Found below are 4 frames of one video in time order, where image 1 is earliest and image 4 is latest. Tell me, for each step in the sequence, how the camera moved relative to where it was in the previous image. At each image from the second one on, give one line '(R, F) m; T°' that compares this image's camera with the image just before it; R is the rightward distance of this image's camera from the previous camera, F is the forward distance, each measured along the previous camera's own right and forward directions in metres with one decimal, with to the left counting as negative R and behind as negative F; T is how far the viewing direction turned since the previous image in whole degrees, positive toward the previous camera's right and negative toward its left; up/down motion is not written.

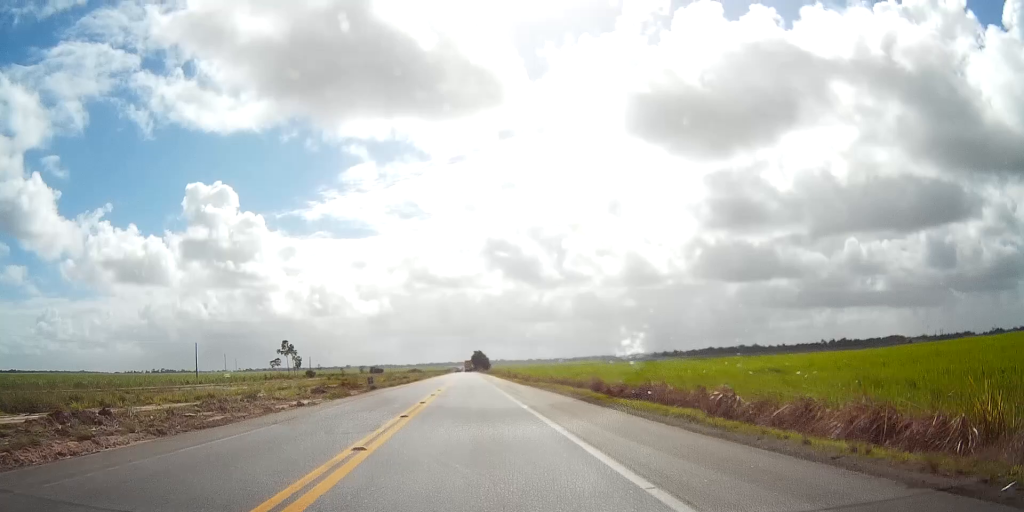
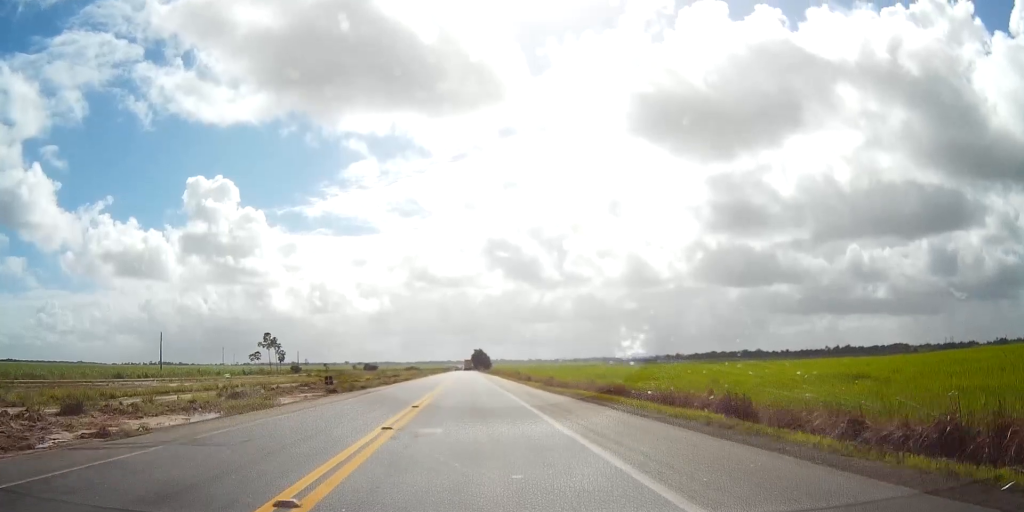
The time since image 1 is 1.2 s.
(+0.1, +20.8) m; 0°
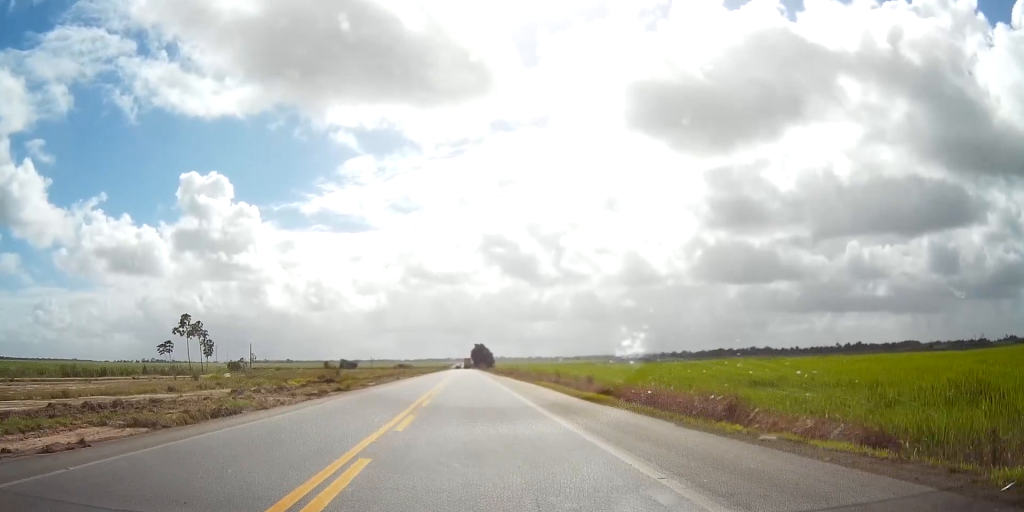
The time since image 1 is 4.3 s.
(-0.3, +59.2) m; 0°
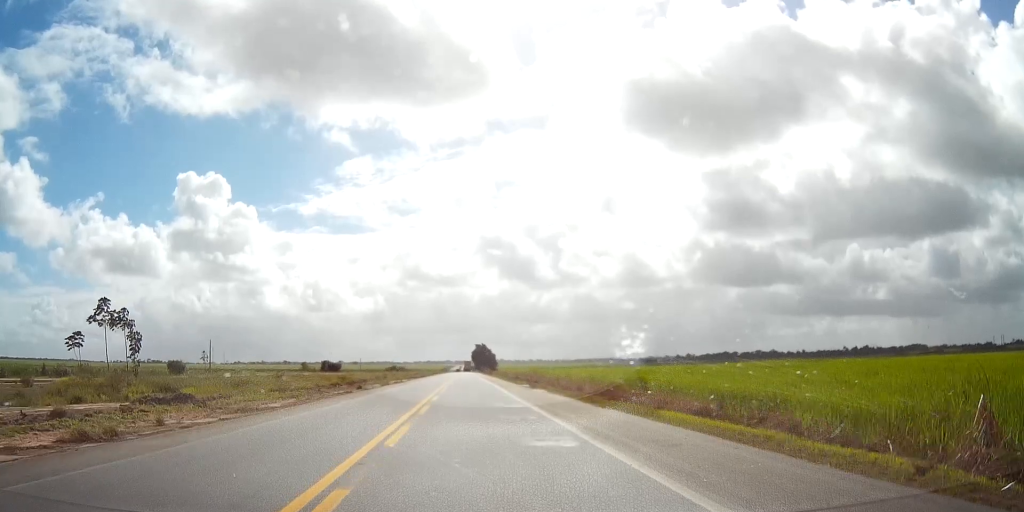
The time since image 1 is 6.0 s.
(+0.2, +34.6) m; +1°
